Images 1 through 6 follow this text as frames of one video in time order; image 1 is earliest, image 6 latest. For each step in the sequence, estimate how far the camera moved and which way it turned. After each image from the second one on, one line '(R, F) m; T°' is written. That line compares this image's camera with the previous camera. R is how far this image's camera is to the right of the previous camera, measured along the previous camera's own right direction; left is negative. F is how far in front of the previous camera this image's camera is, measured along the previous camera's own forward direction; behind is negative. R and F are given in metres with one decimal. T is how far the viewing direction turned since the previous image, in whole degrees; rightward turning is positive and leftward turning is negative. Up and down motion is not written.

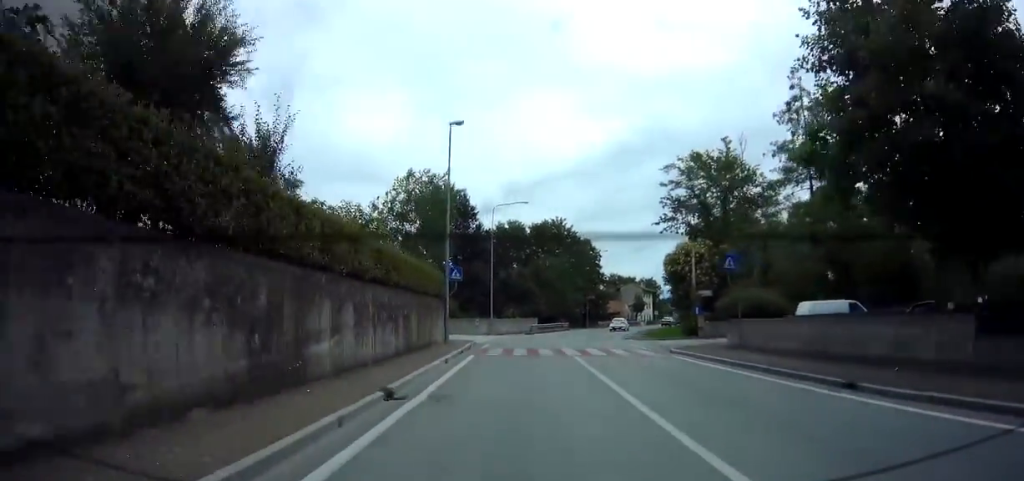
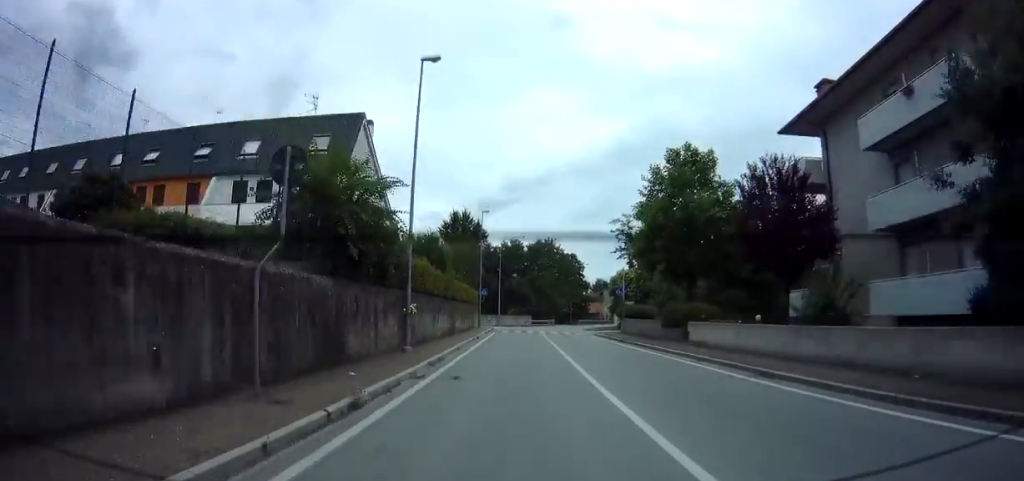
(-0.4, +22.8) m; -2°
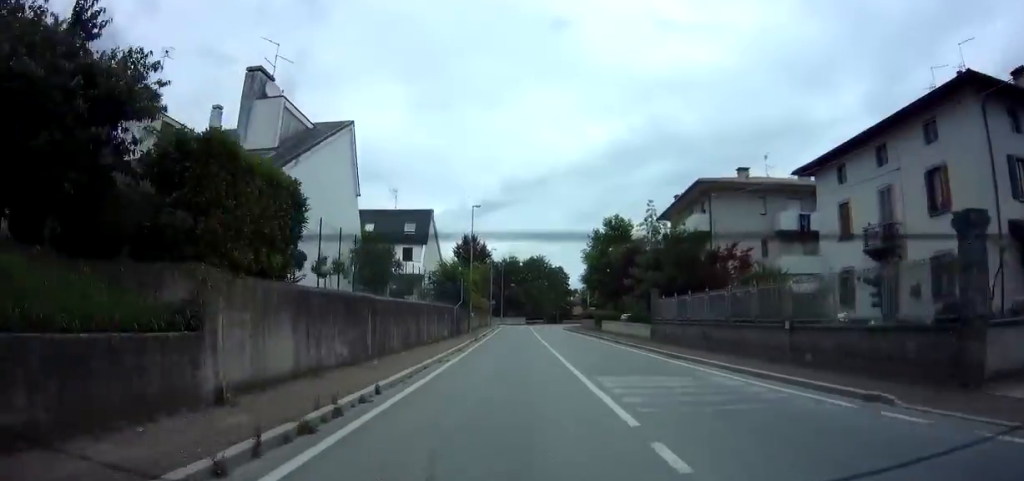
(+0.1, +26.1) m; +2°
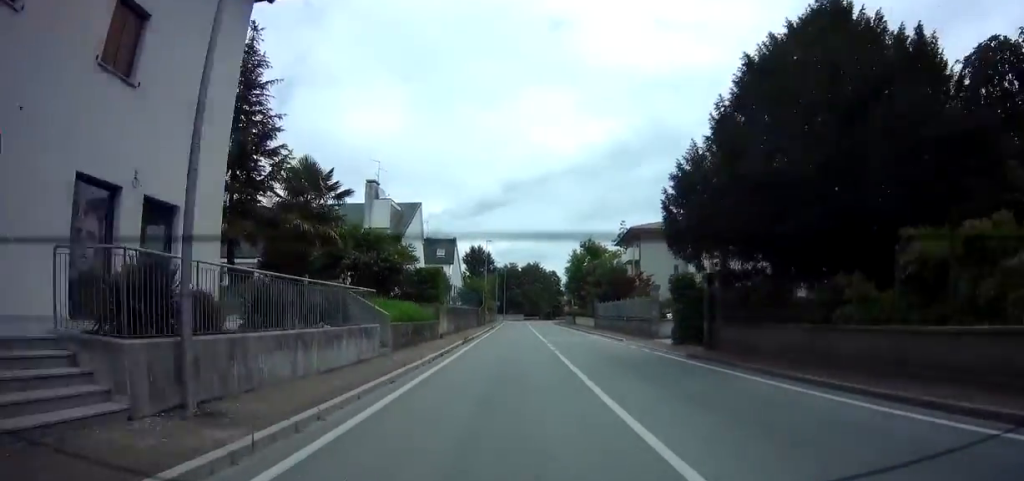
(0.0, +22.2) m; 0°
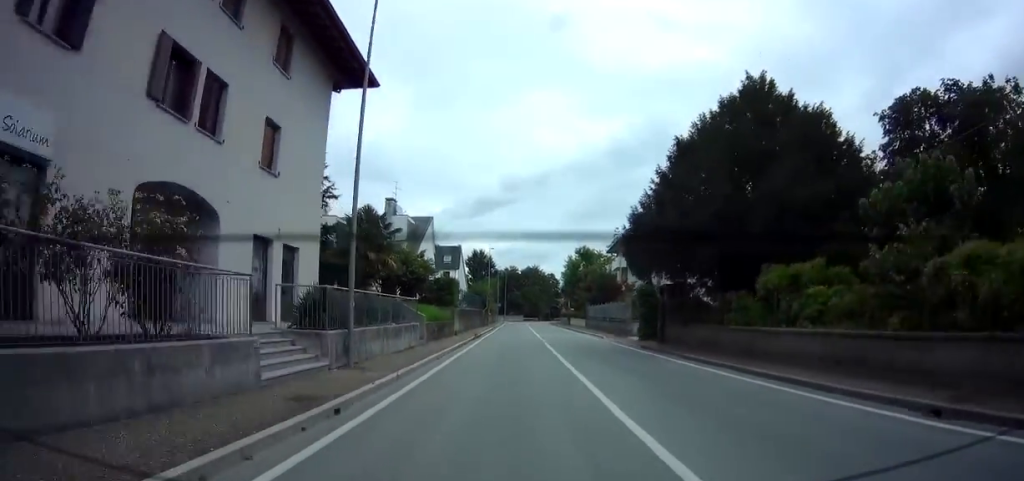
(0.0, +6.9) m; 0°
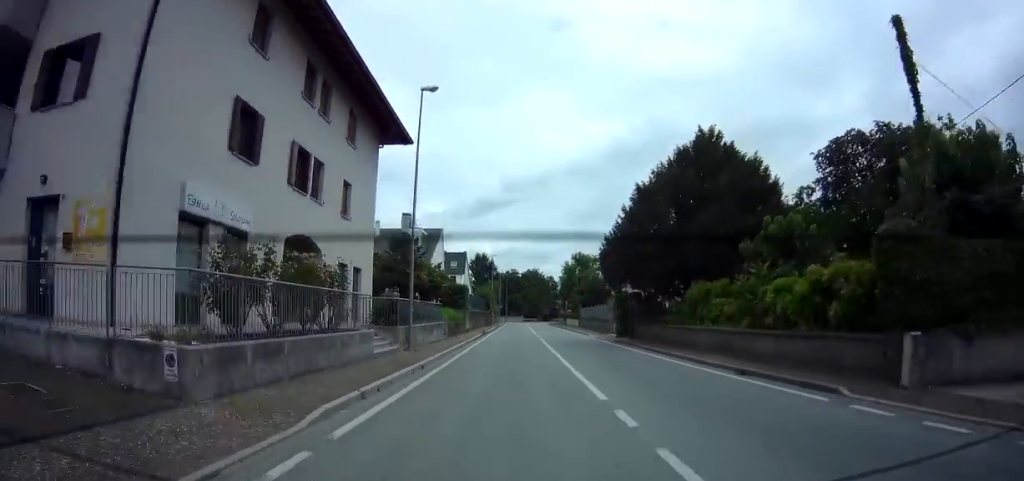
(+0.2, +7.3) m; 0°
